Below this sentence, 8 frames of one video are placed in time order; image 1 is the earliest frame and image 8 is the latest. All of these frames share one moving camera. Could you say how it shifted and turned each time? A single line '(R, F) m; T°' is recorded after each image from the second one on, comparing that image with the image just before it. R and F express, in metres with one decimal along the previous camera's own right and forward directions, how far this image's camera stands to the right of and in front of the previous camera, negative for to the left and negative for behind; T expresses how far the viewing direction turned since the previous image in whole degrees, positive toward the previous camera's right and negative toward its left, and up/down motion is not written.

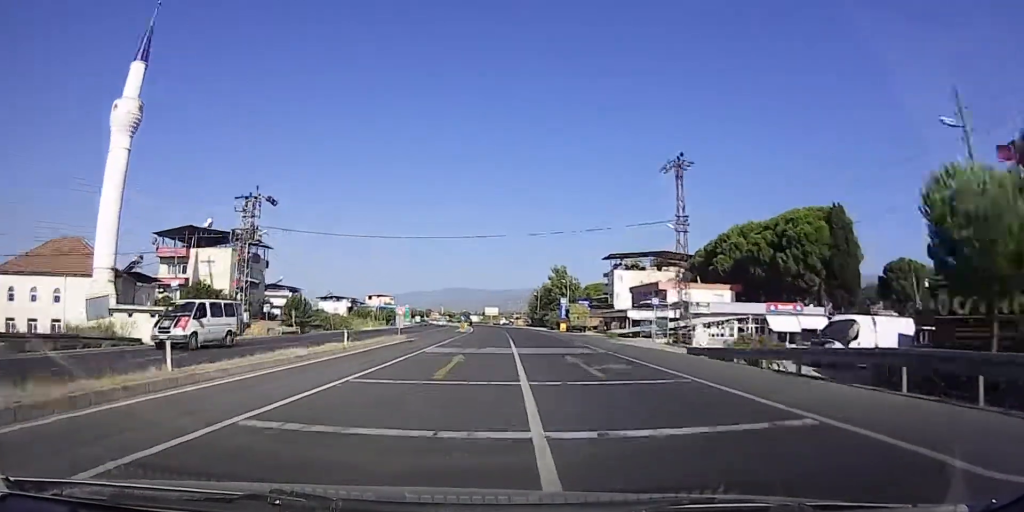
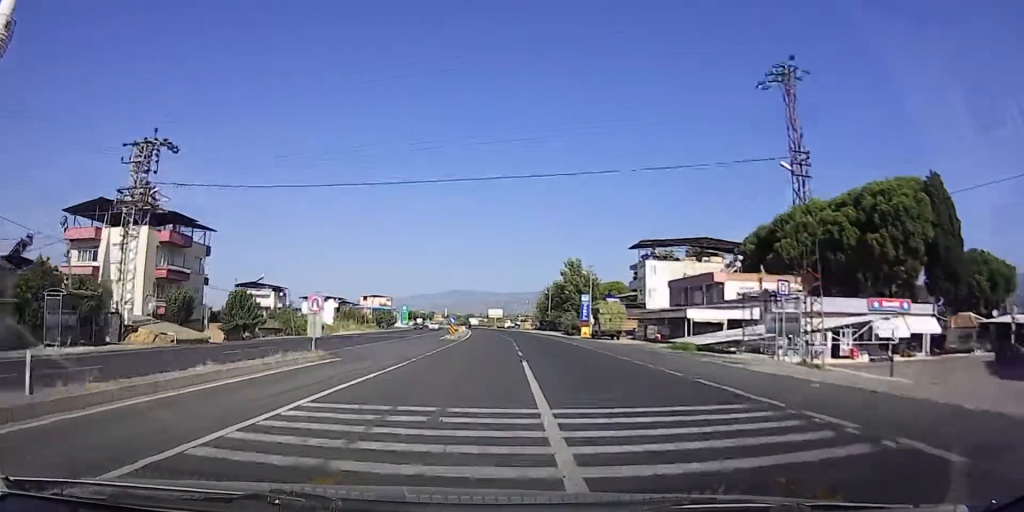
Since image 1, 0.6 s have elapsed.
(-0.5, +16.4) m; -1°
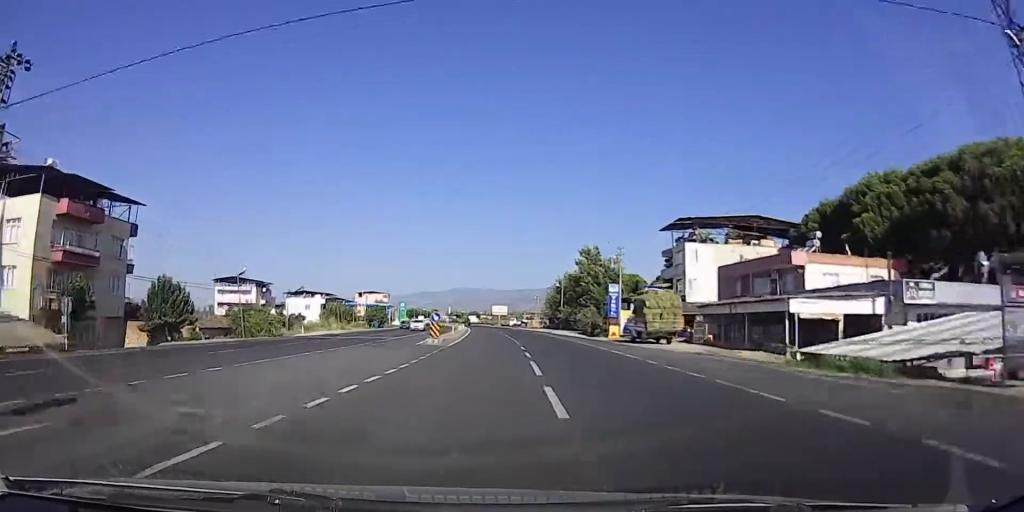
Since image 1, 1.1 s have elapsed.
(-0.2, +13.6) m; -1°
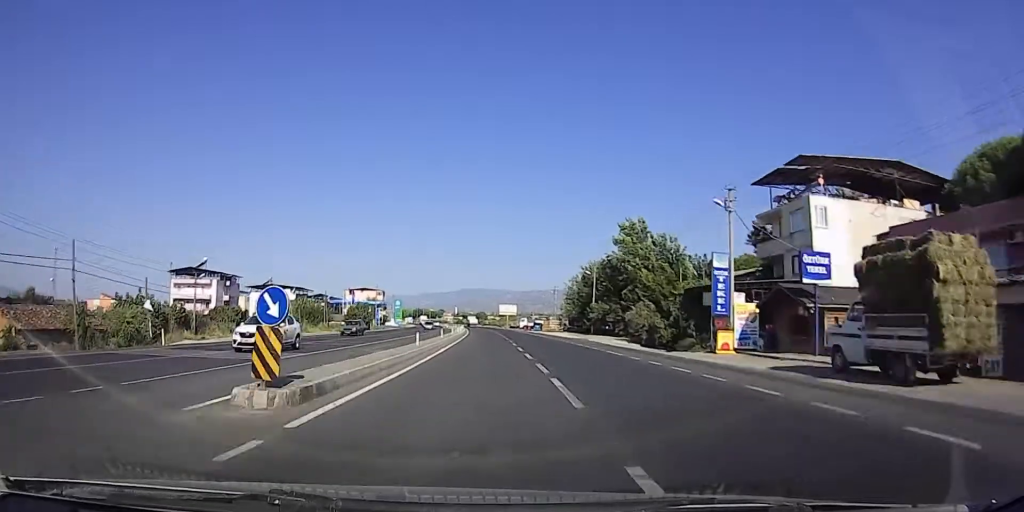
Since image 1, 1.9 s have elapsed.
(-0.2, +22.3) m; -1°
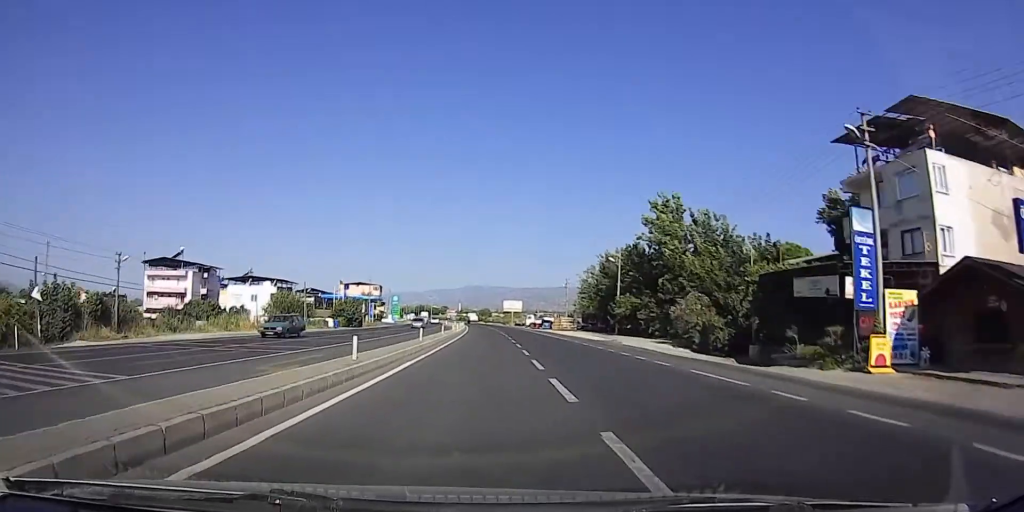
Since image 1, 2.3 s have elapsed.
(0.0, +10.7) m; -1°
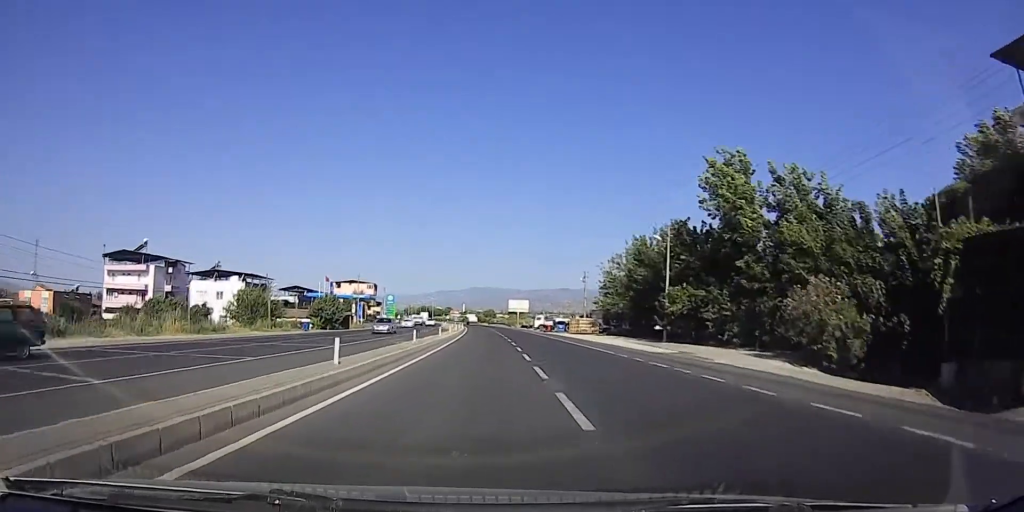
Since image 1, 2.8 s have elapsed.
(+0.1, +13.5) m; -1°
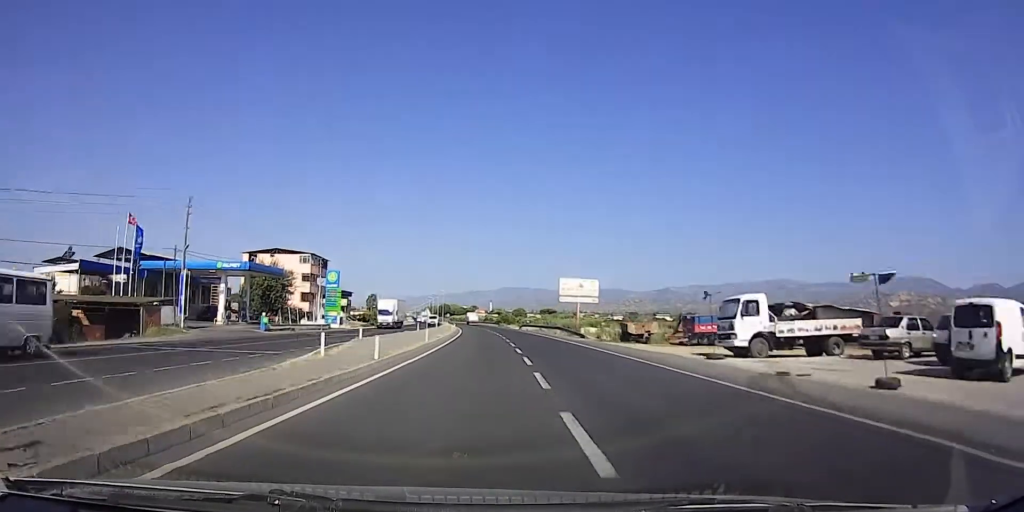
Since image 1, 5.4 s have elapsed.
(-2.4, +70.4) m; -2°
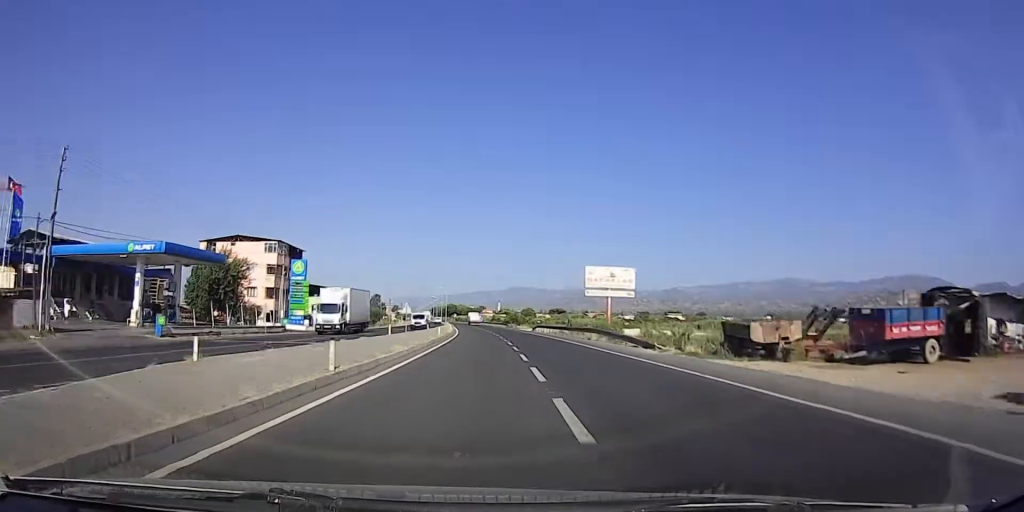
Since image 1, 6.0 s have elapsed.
(0.0, +16.3) m; 0°
